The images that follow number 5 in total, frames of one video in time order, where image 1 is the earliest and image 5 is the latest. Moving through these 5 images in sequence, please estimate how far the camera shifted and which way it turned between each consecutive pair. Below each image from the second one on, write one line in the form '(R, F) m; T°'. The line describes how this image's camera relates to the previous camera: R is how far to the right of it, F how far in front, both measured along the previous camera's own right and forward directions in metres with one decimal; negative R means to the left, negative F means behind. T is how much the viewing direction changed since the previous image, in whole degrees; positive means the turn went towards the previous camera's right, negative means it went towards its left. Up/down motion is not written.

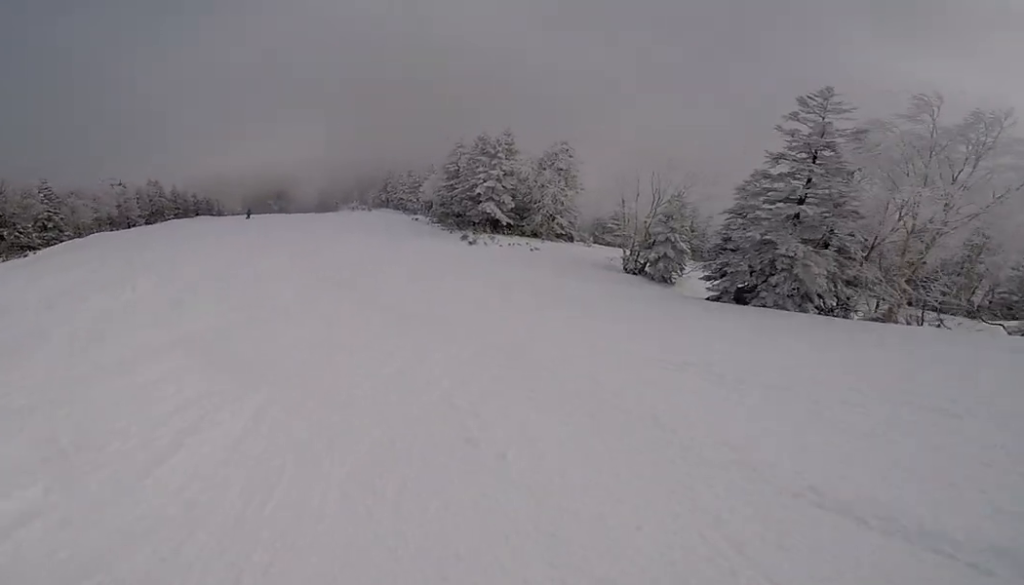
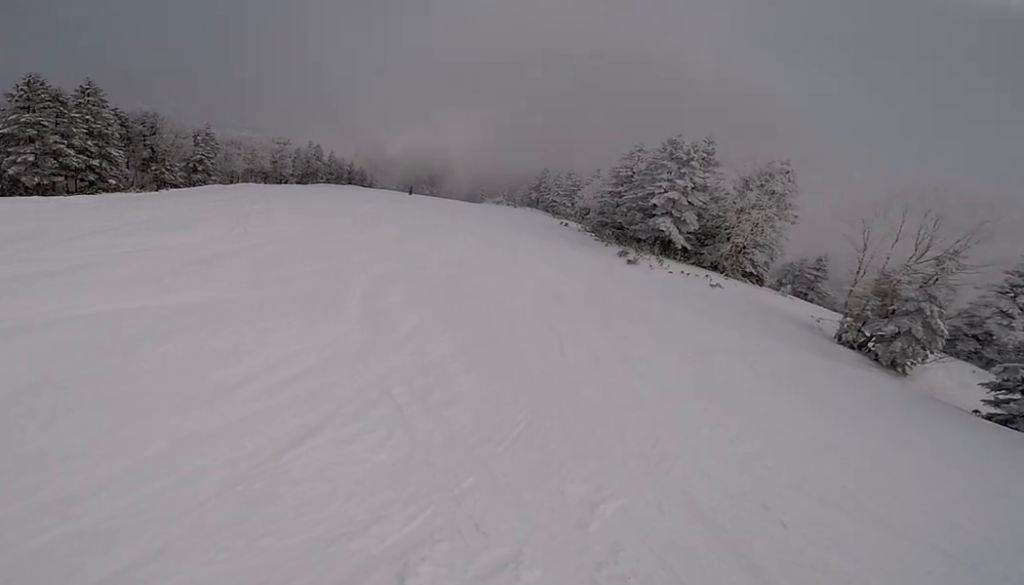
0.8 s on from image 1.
(-2.4, +4.9) m; -14°
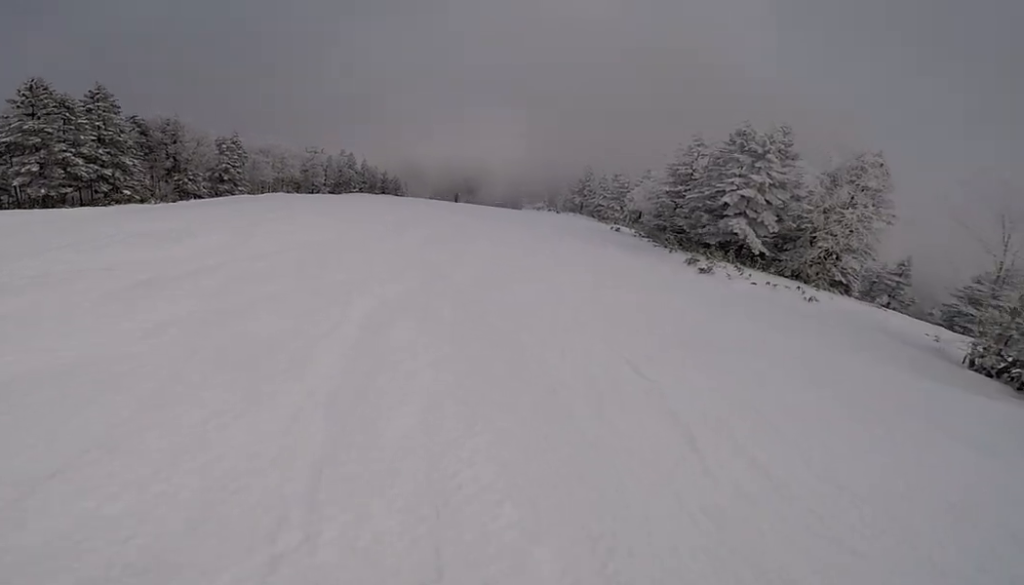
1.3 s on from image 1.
(+0.2, +3.2) m; 0°
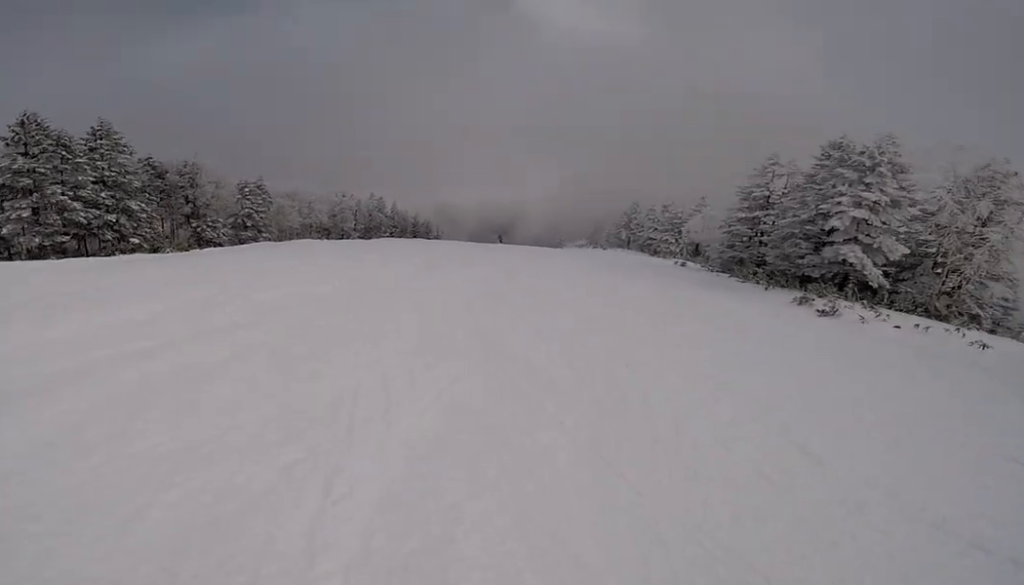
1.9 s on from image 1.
(+0.7, +4.3) m; +3°
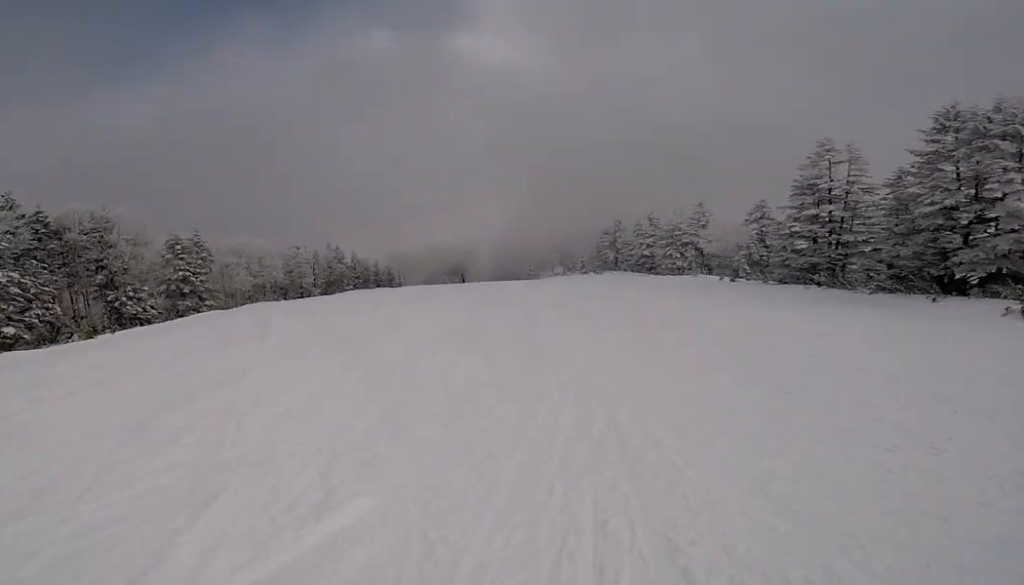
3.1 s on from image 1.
(0.0, +7.6) m; +17°
